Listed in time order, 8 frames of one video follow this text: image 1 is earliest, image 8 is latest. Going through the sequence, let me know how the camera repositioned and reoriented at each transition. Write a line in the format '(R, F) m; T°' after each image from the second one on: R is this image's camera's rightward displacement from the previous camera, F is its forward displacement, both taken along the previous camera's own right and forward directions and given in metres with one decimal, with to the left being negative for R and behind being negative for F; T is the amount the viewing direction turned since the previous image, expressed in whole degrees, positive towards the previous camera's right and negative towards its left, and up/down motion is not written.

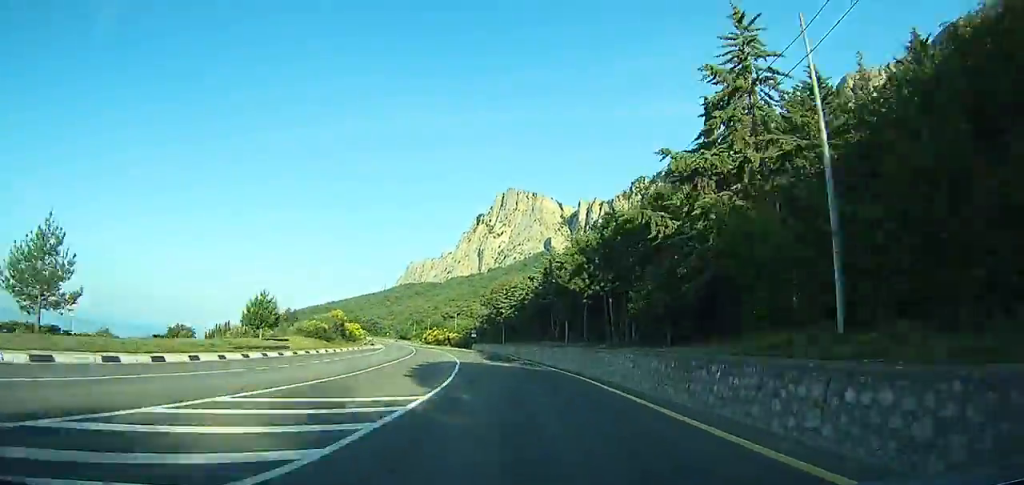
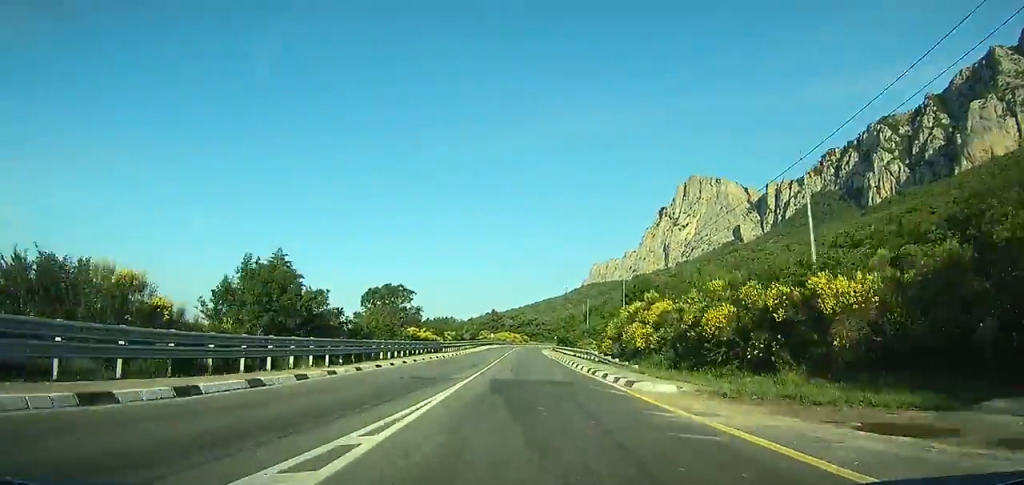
(-12.6, +97.6) m; -13°
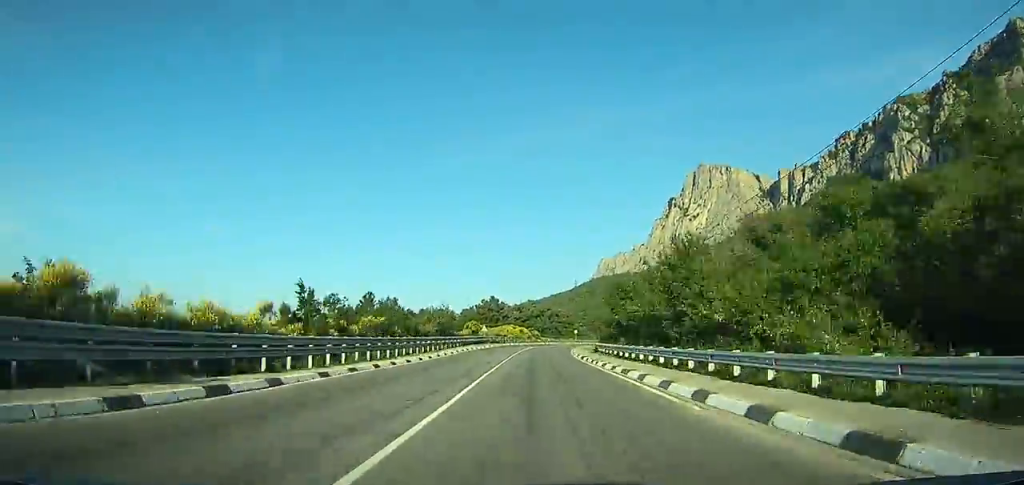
(-1.5, +46.2) m; -1°
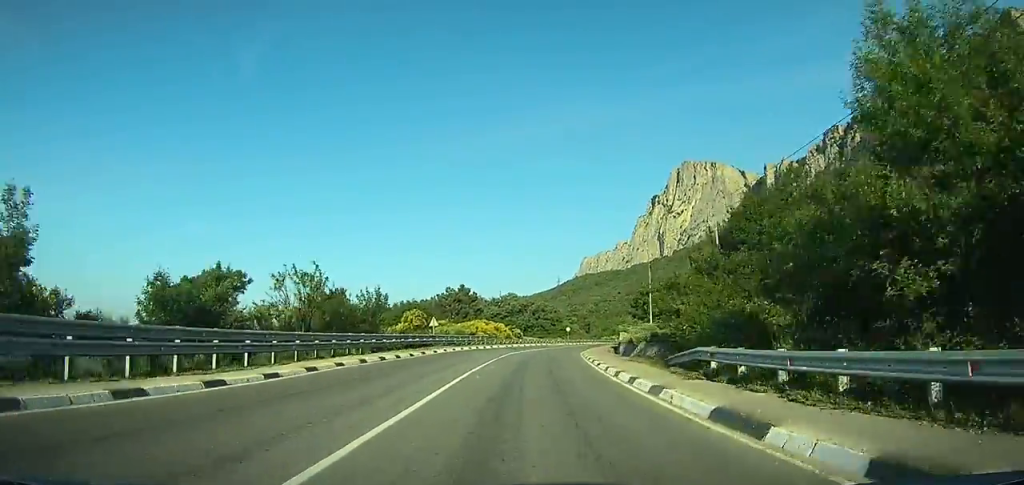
(0.0, +30.3) m; +1°
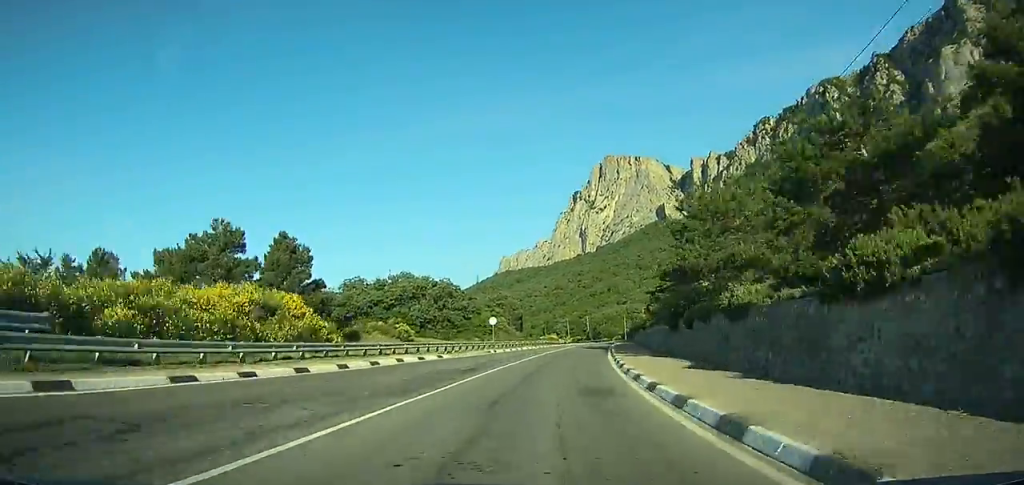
(+2.4, +54.0) m; +6°
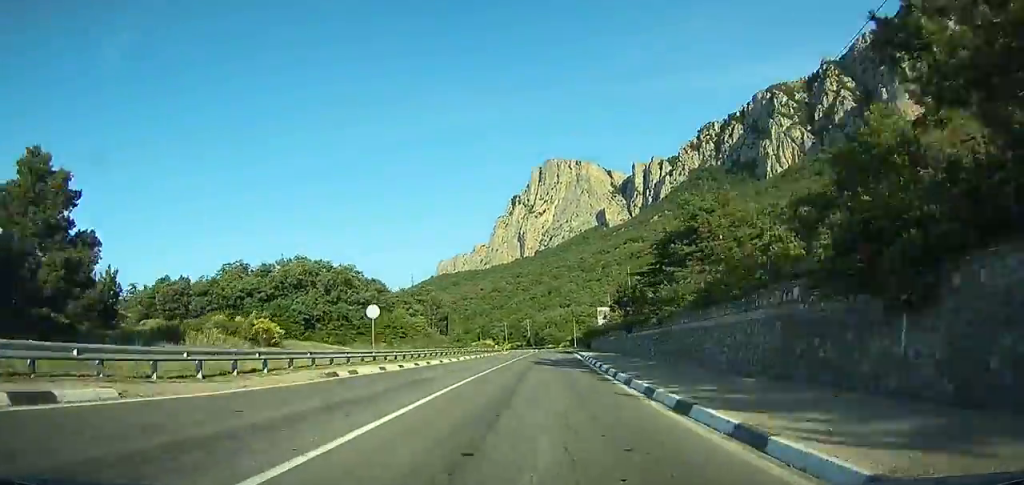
(+0.5, +24.1) m; +3°
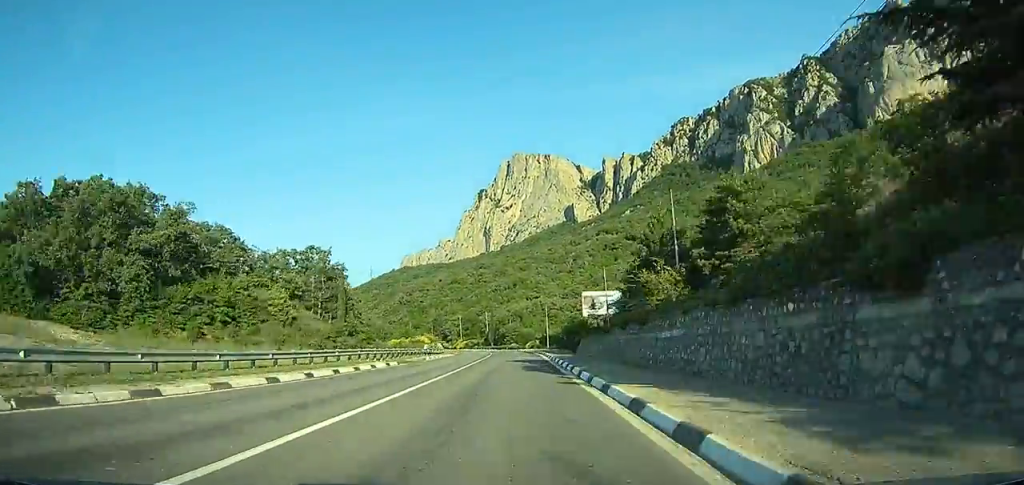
(+1.5, +36.8) m; +2°
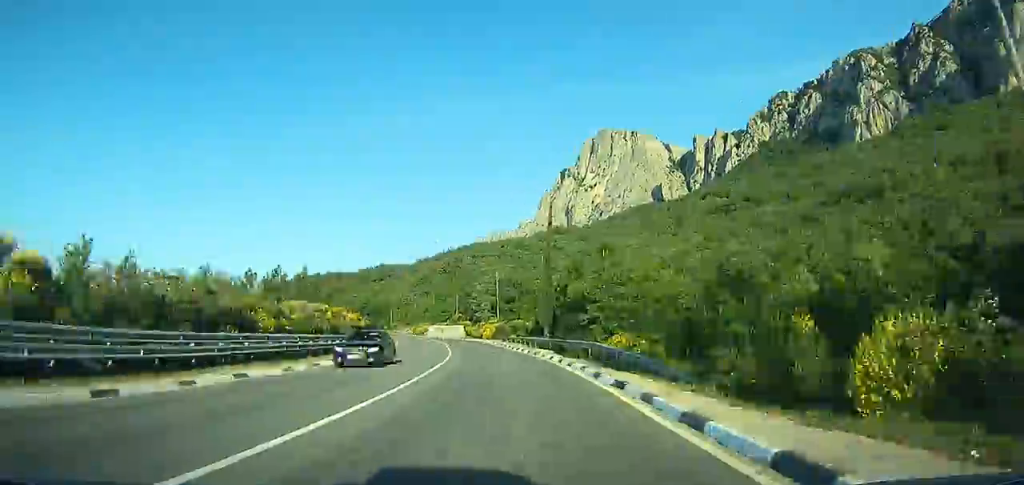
(-1.6, +87.3) m; -5°
